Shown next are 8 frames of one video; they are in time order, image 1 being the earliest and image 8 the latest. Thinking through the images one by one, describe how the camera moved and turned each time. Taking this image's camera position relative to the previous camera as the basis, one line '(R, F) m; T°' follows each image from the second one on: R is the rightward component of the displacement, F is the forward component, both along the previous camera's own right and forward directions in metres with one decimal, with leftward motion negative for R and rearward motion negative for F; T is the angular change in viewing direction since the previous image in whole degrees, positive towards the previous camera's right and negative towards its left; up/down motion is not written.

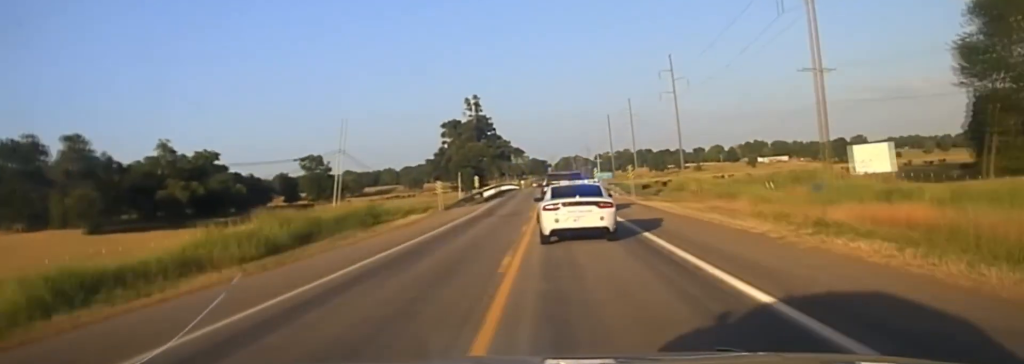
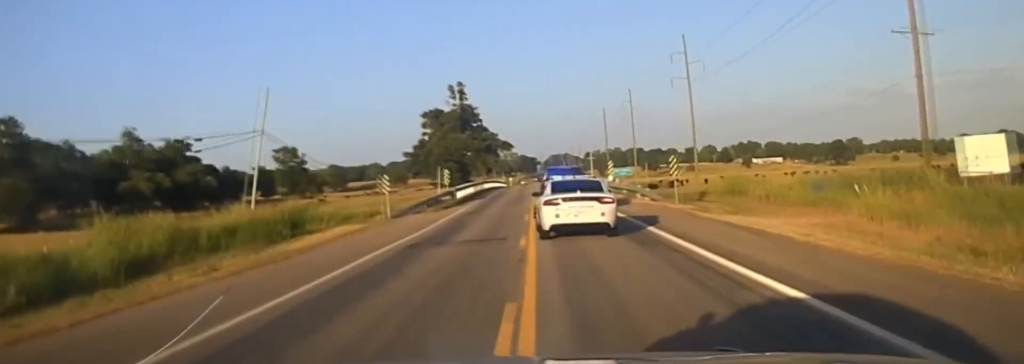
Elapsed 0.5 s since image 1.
(0.0, +21.3) m; 0°
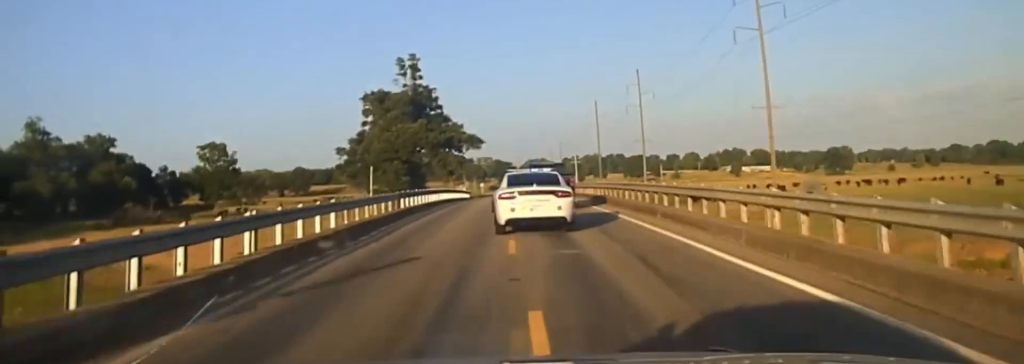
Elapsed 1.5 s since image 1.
(+0.5, +48.4) m; +1°
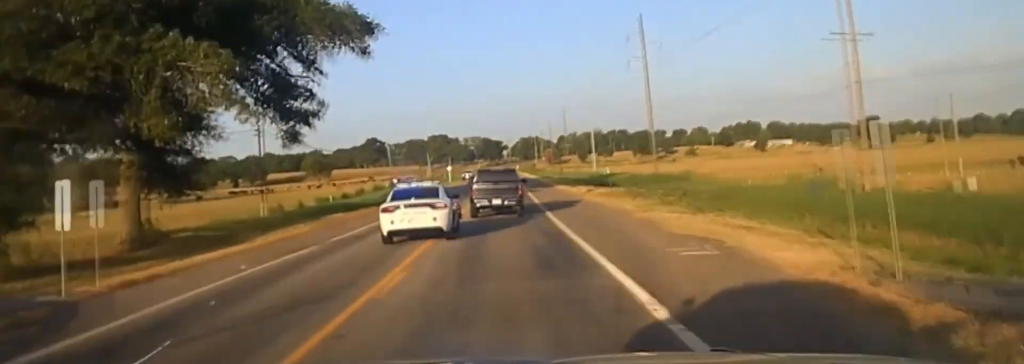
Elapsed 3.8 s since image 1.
(+1.4, +101.5) m; +1°
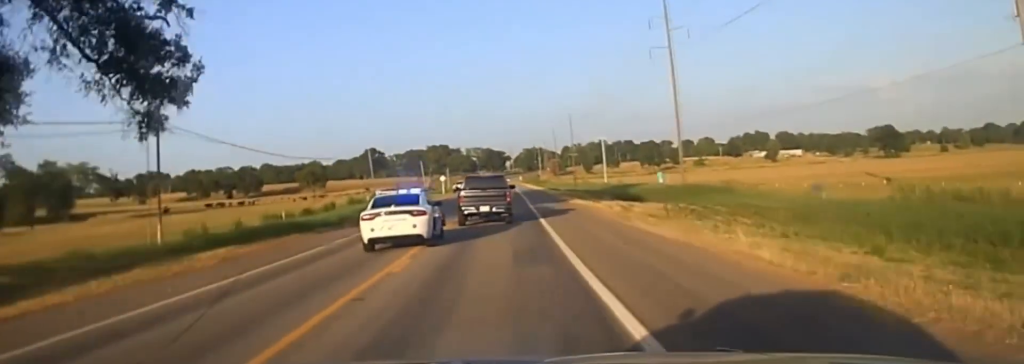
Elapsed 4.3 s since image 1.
(+0.1, +22.5) m; 0°
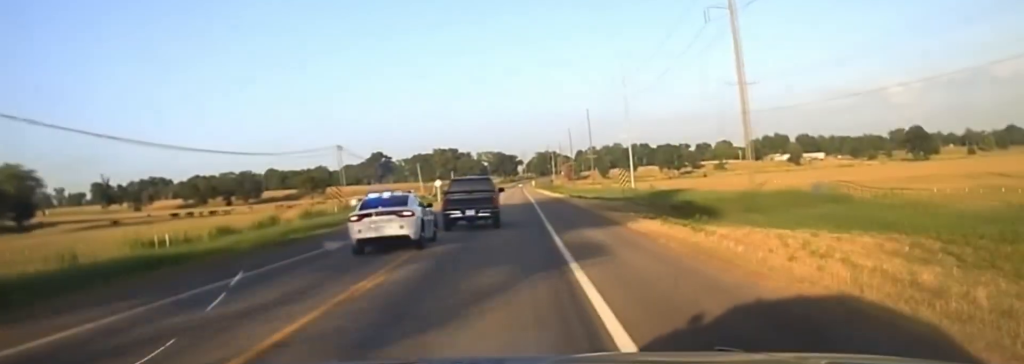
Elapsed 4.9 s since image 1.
(-0.3, +25.9) m; 0°
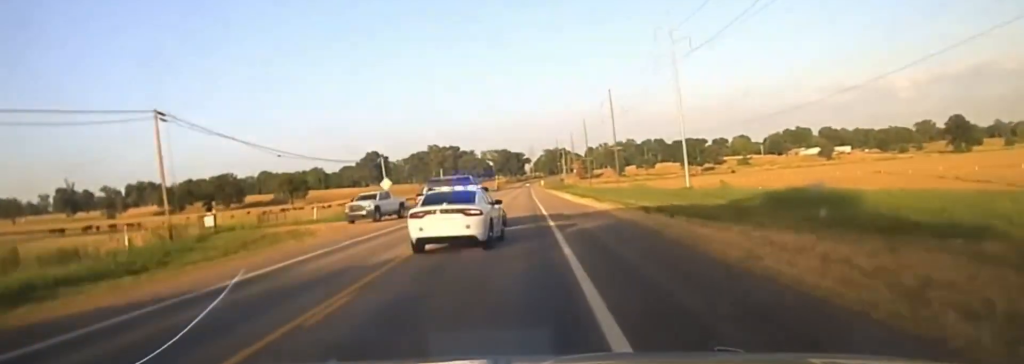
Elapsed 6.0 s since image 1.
(-0.3, +50.7) m; 0°
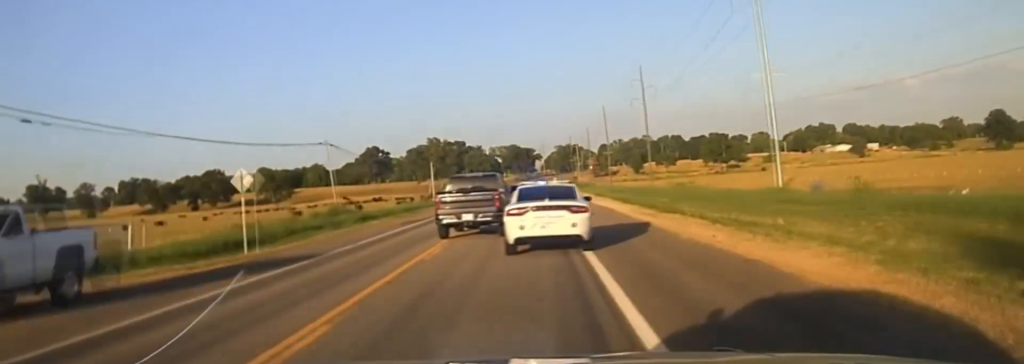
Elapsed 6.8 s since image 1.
(0.0, +38.6) m; 0°
